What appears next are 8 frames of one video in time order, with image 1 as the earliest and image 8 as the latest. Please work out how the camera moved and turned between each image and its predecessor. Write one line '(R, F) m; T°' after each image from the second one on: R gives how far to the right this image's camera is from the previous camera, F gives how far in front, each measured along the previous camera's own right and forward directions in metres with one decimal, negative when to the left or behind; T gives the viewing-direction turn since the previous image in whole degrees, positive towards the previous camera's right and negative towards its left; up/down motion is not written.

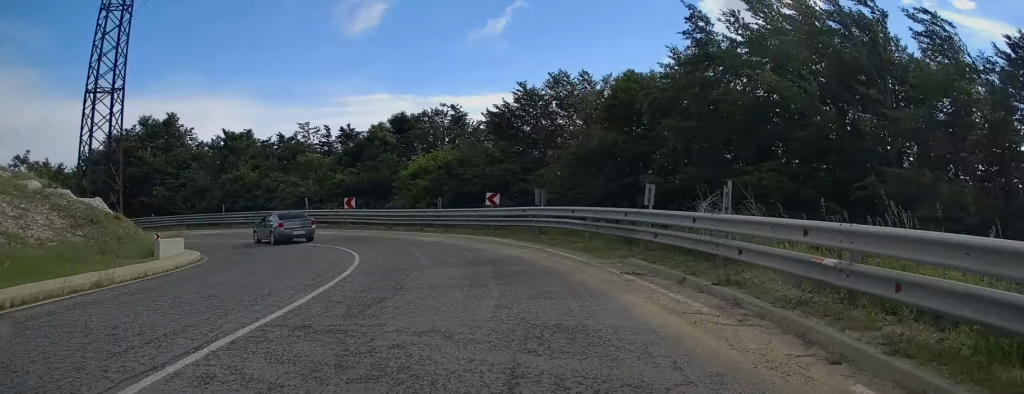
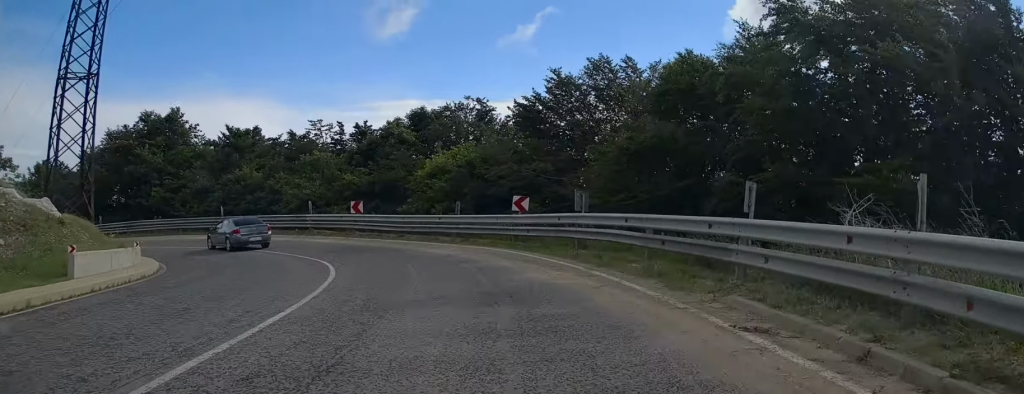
(-0.3, +4.6) m; -4°
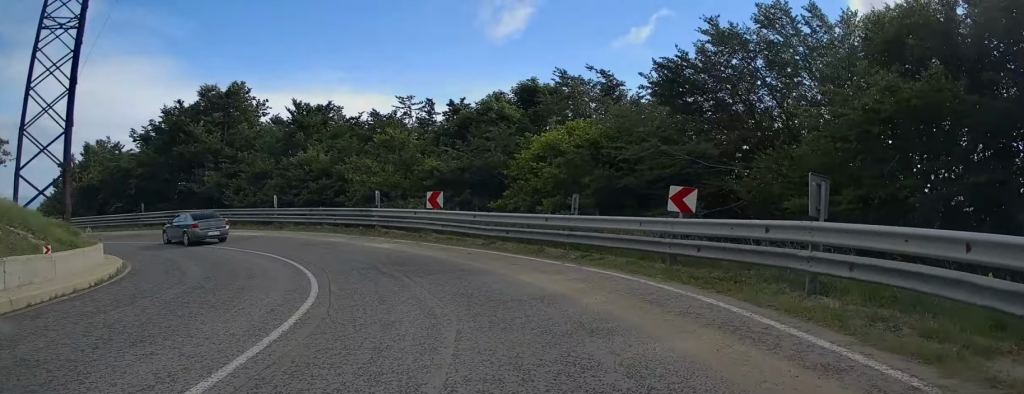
(-0.6, +8.6) m; -10°
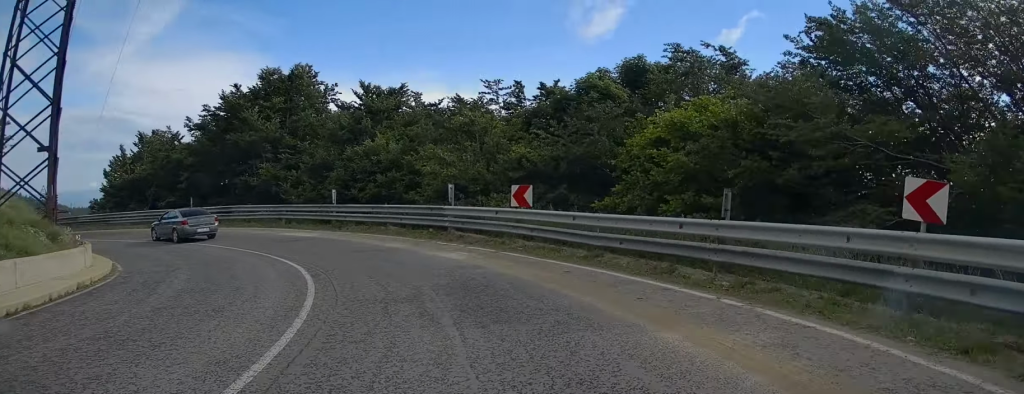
(-0.1, +5.3) m; -8°
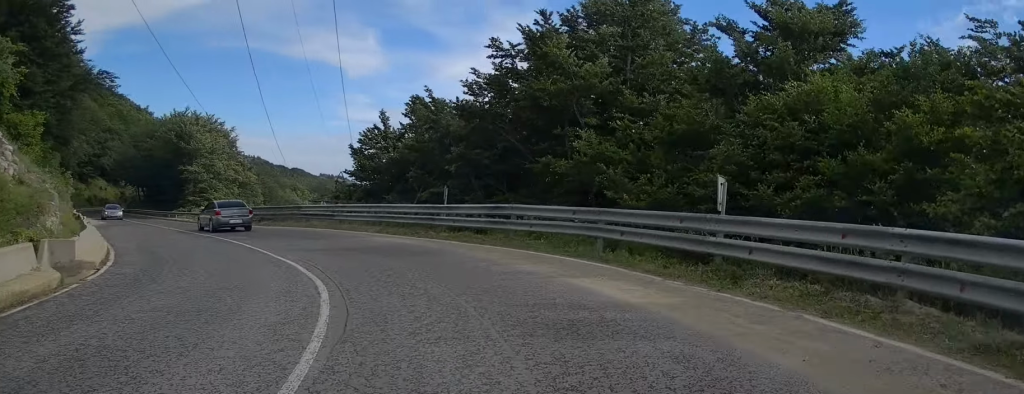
(-4.7, +16.5) m; -31°
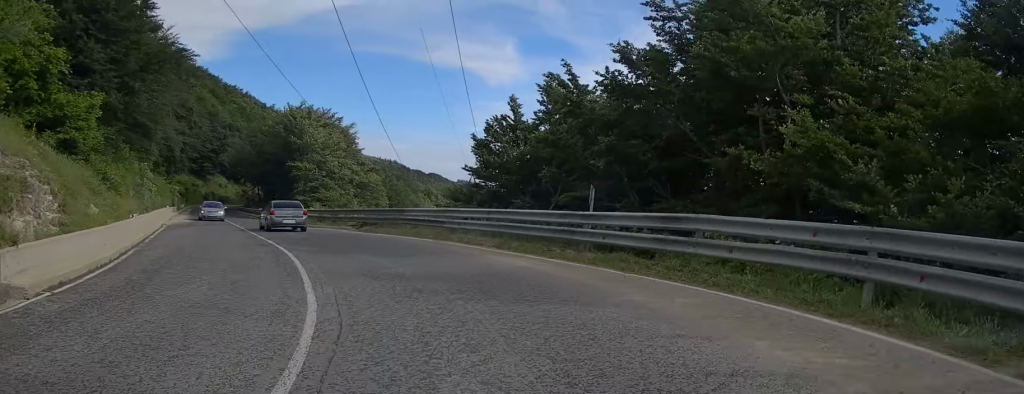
(-0.6, +6.4) m; -10°
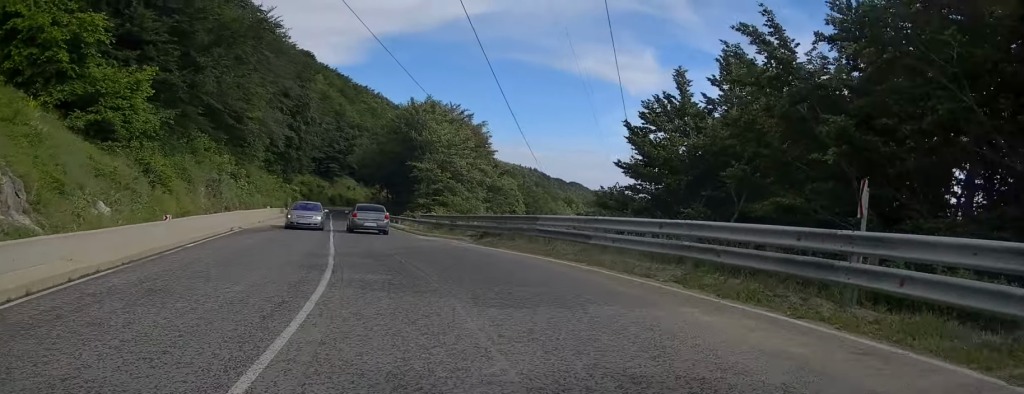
(-0.6, +7.1) m; -9°
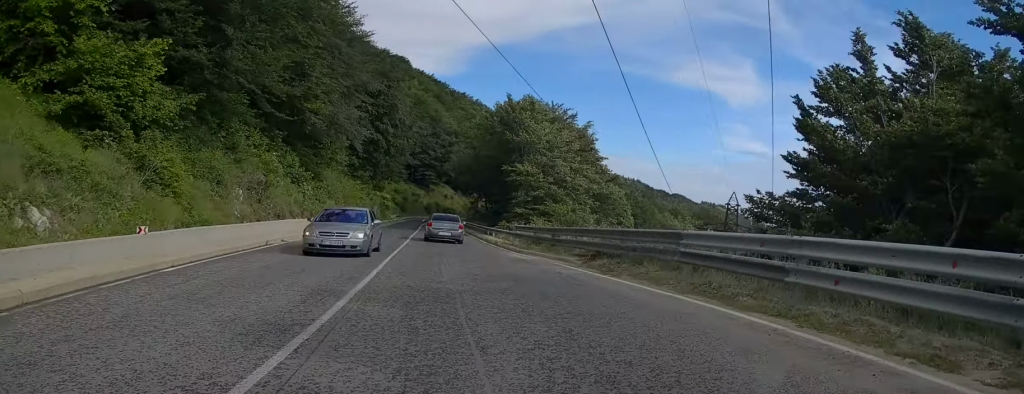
(-0.6, +6.9) m; -6°
